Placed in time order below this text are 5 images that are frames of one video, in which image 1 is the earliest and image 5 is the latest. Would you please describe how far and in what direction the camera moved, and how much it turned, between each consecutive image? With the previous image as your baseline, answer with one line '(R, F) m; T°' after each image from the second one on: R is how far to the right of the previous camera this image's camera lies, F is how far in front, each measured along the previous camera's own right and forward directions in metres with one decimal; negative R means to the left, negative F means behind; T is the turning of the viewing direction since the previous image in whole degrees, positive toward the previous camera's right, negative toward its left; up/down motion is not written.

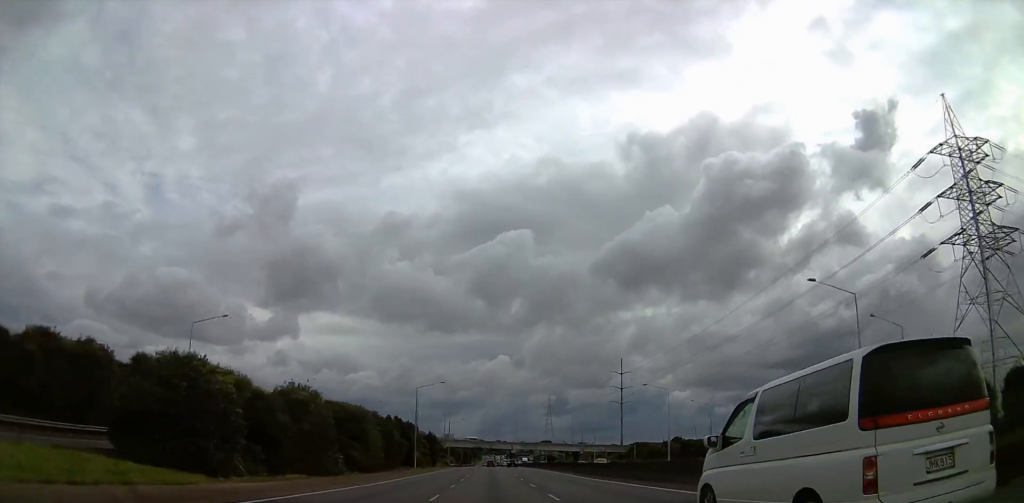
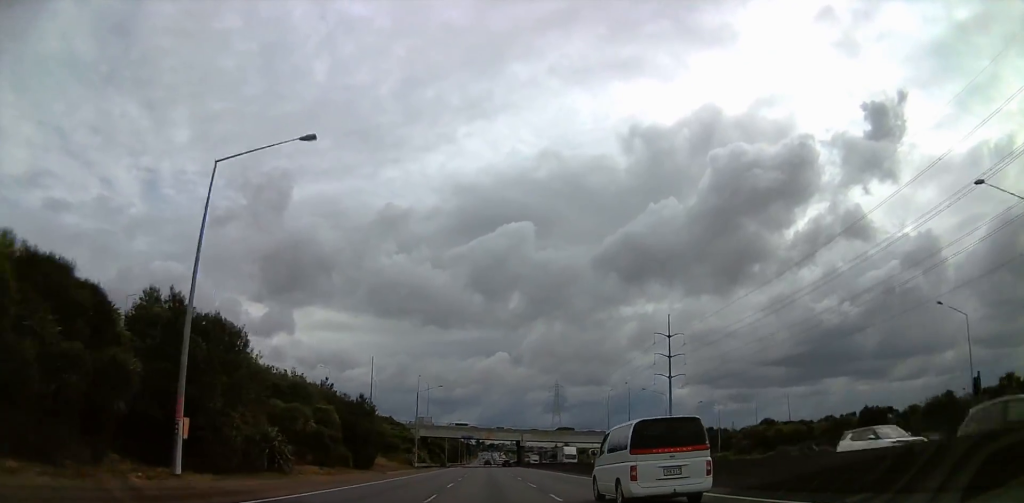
(-1.1, +70.3) m; 0°
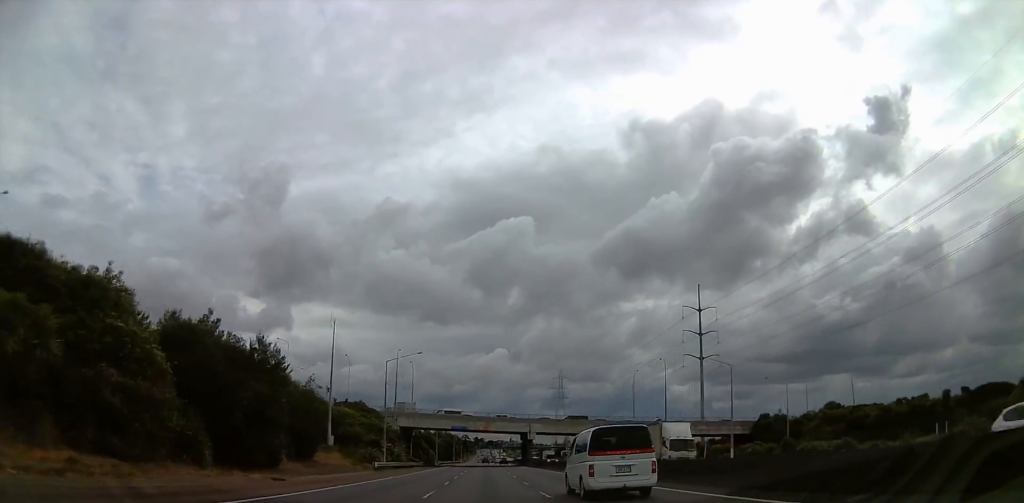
(+0.9, +28.1) m; -1°
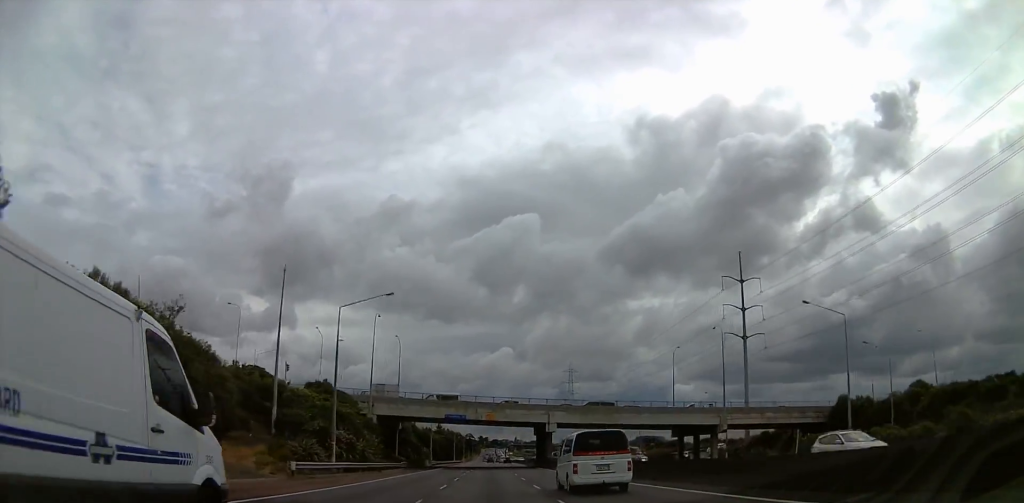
(-0.9, +24.3) m; -2°
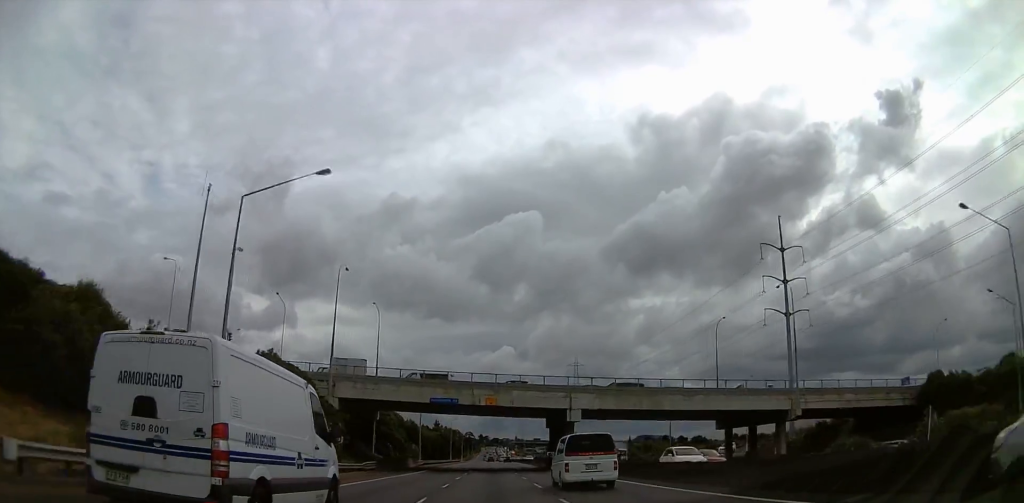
(-0.1, +19.7) m; +2°
